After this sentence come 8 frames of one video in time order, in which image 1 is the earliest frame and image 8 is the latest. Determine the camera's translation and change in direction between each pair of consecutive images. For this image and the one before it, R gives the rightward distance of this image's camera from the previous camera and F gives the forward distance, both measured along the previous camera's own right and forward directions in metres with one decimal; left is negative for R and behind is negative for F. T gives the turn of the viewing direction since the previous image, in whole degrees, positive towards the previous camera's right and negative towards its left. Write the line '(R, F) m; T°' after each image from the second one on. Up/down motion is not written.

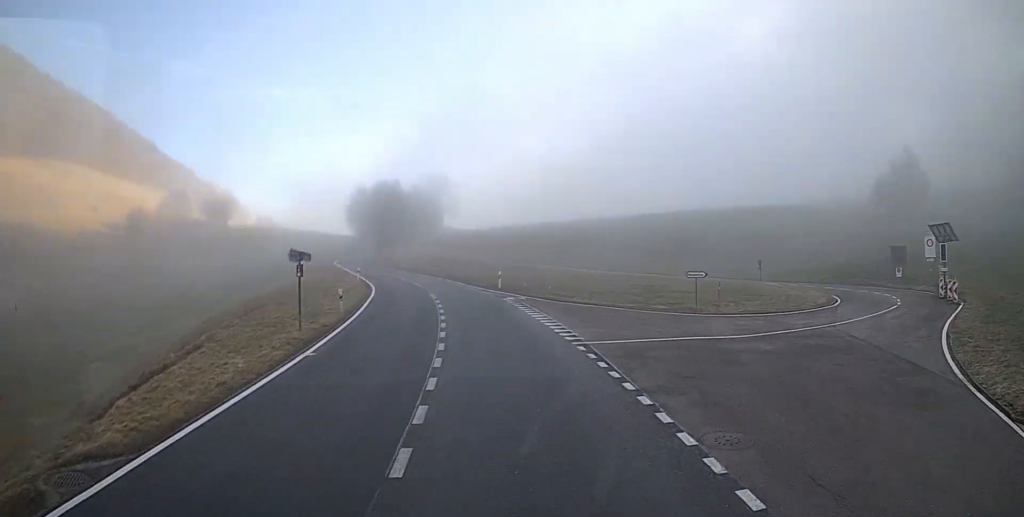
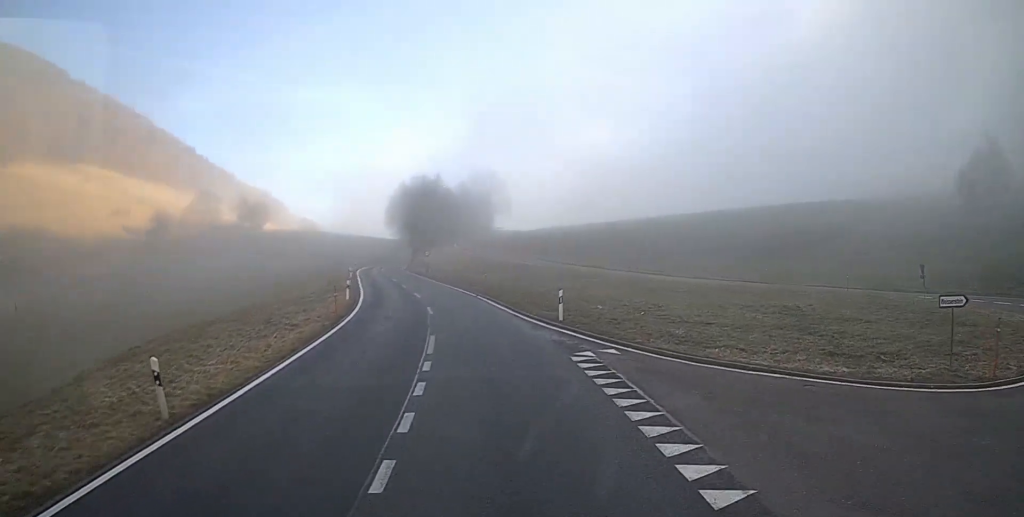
(-0.8, +15.1) m; -8°
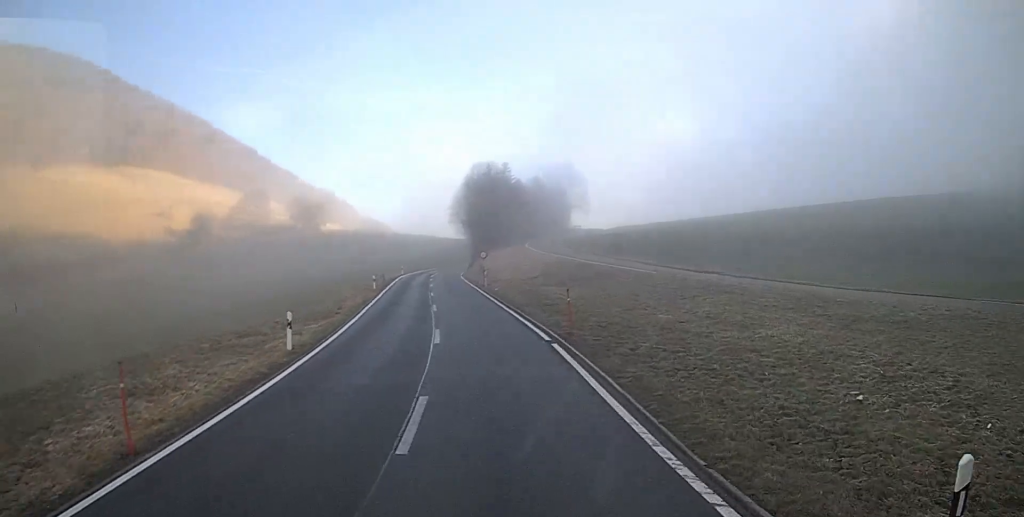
(-1.3, +16.2) m; -6°
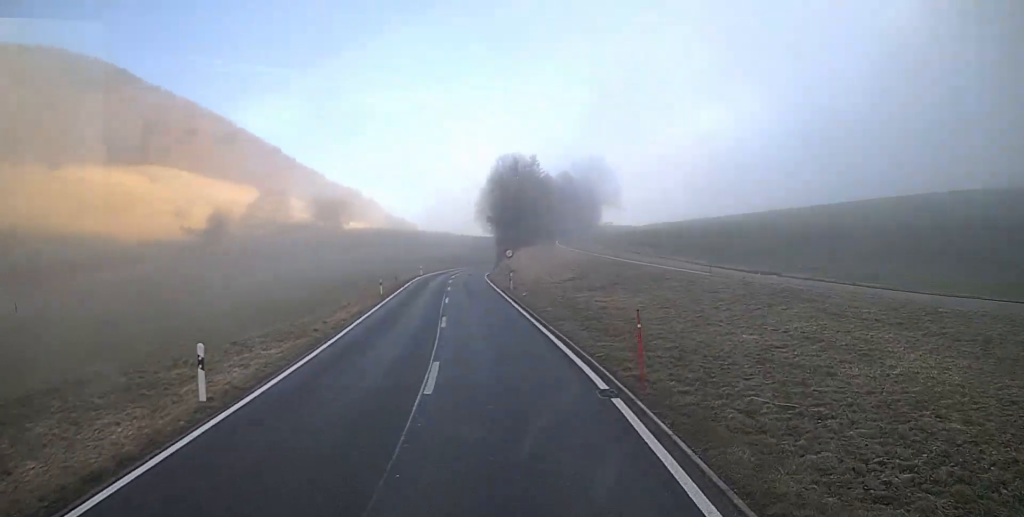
(+0.1, +6.0) m; -2°
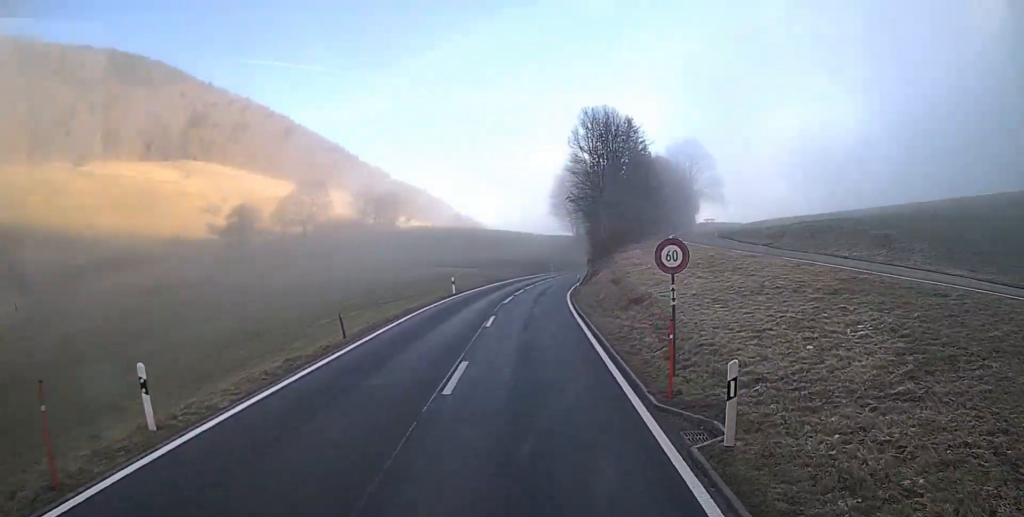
(-3.2, +27.4) m; -11°
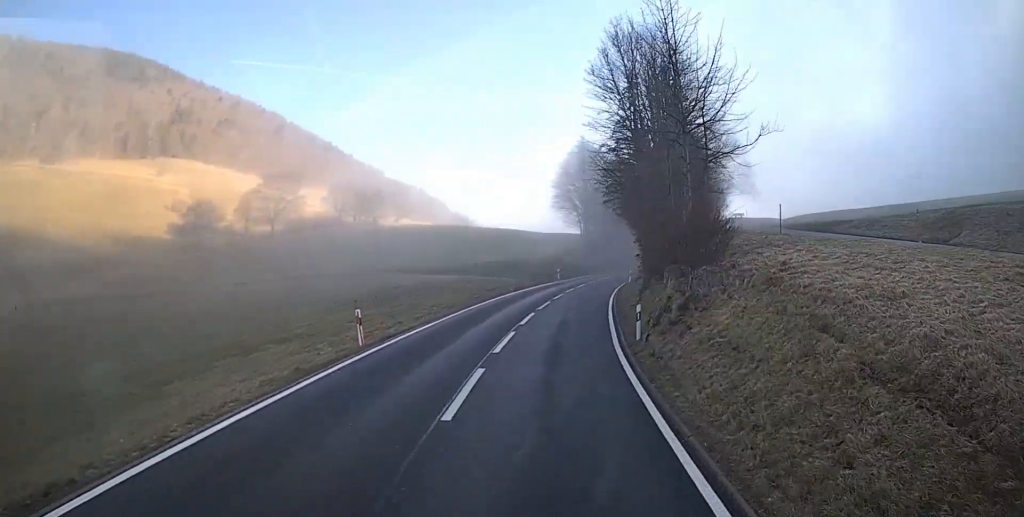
(-0.3, +19.6) m; 0°
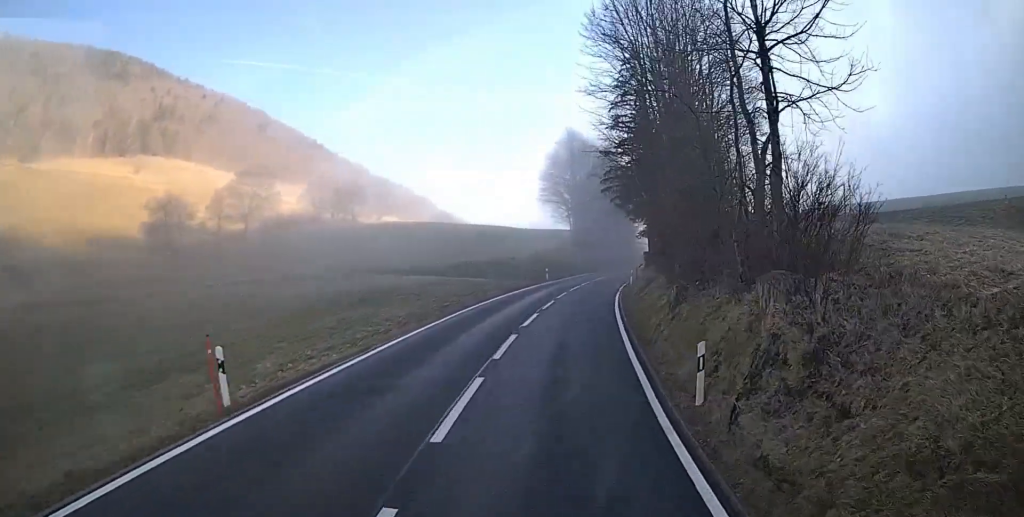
(-0.1, +7.0) m; +3°
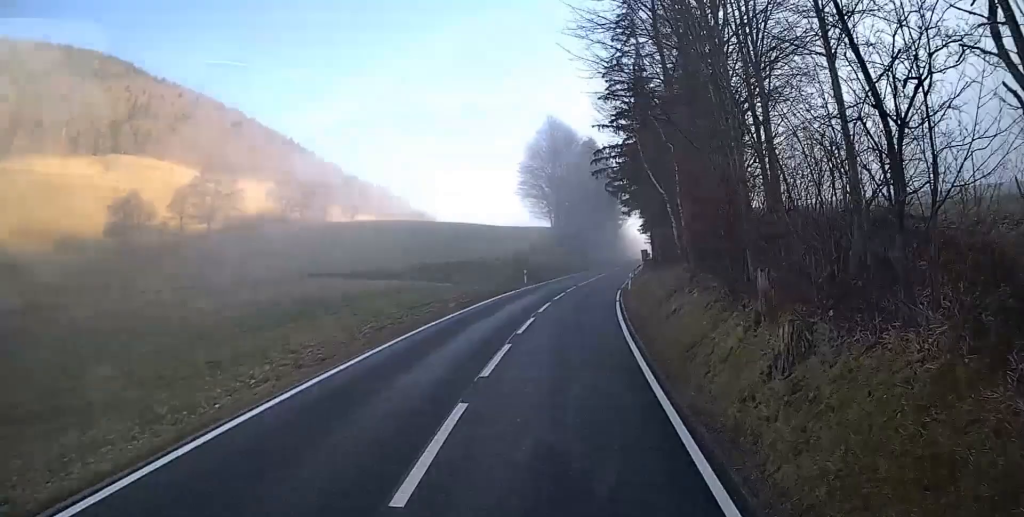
(+0.1, +7.9) m; +3°
